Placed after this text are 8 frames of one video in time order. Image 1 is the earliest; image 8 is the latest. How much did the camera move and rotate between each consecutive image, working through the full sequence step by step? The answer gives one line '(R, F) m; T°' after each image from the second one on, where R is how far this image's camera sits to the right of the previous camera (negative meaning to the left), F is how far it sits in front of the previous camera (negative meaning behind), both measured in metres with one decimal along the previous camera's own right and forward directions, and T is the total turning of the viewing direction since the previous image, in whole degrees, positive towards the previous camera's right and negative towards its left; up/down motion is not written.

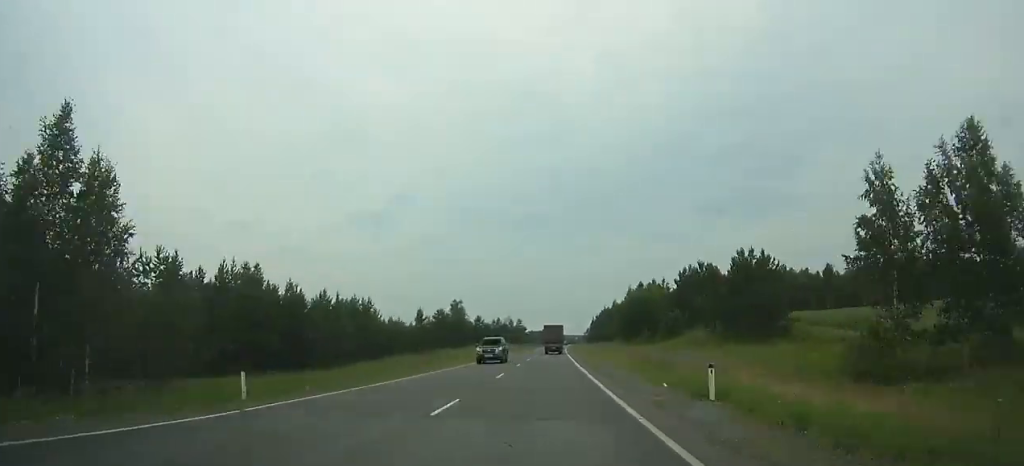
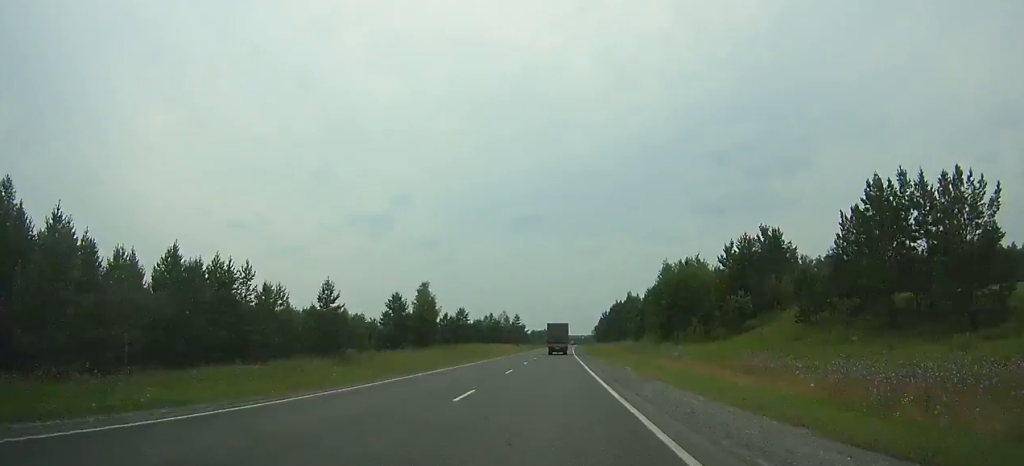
(-0.1, +34.0) m; 0°
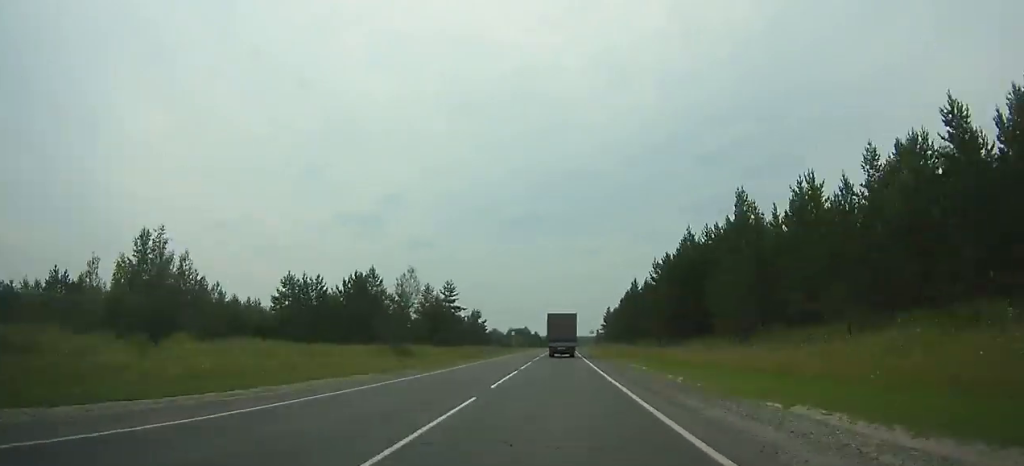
(+1.6, +110.2) m; +1°
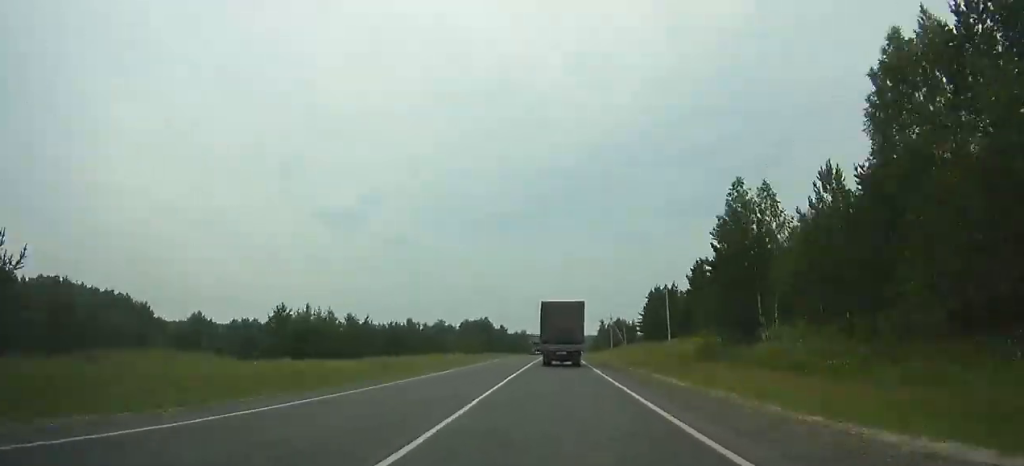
(+2.1, +144.5) m; +2°
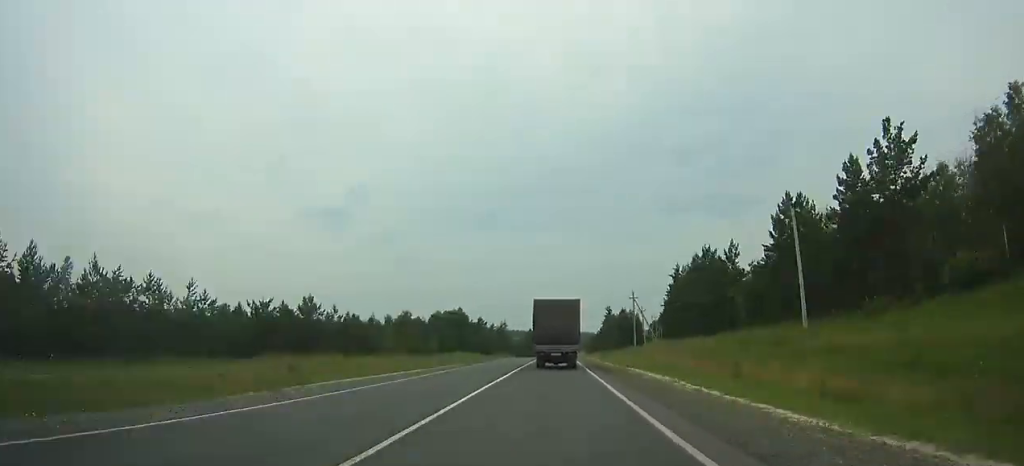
(+0.5, +52.8) m; +1°
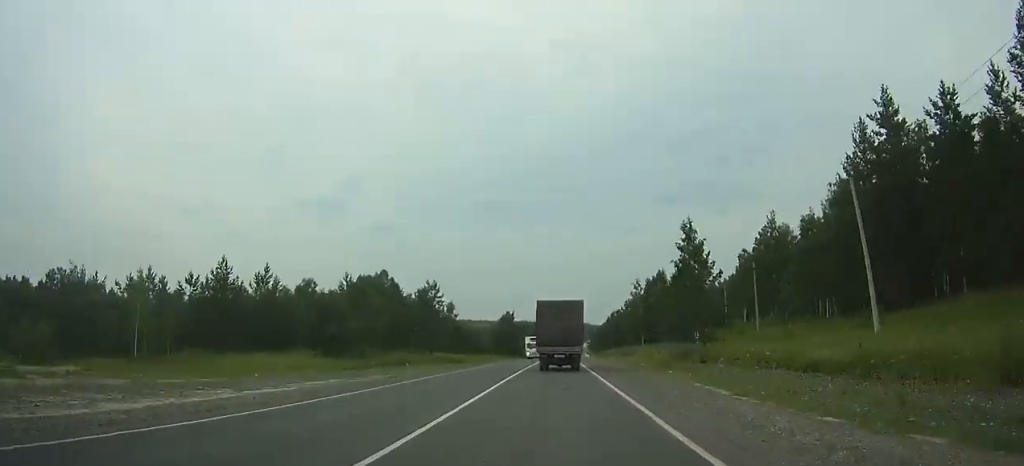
(+0.5, +91.6) m; +1°
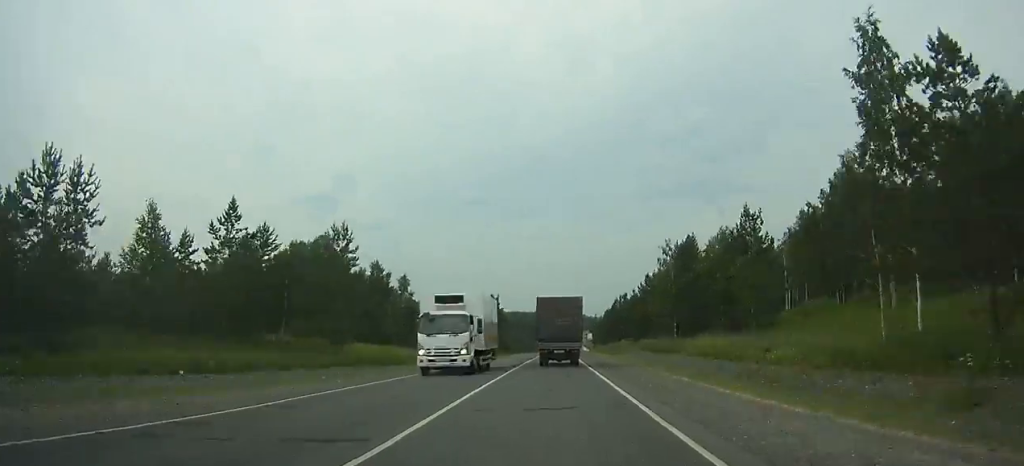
(+0.2, +32.6) m; 0°
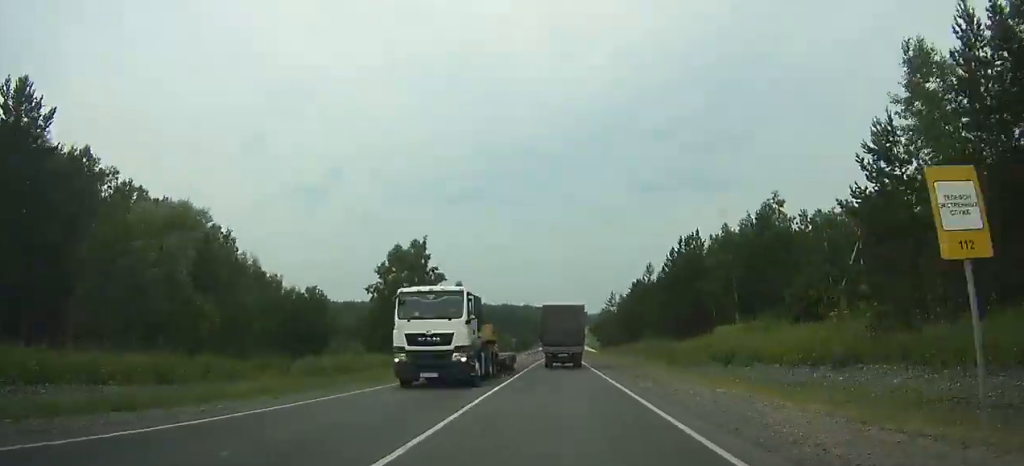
(+0.5, +81.4) m; +1°
